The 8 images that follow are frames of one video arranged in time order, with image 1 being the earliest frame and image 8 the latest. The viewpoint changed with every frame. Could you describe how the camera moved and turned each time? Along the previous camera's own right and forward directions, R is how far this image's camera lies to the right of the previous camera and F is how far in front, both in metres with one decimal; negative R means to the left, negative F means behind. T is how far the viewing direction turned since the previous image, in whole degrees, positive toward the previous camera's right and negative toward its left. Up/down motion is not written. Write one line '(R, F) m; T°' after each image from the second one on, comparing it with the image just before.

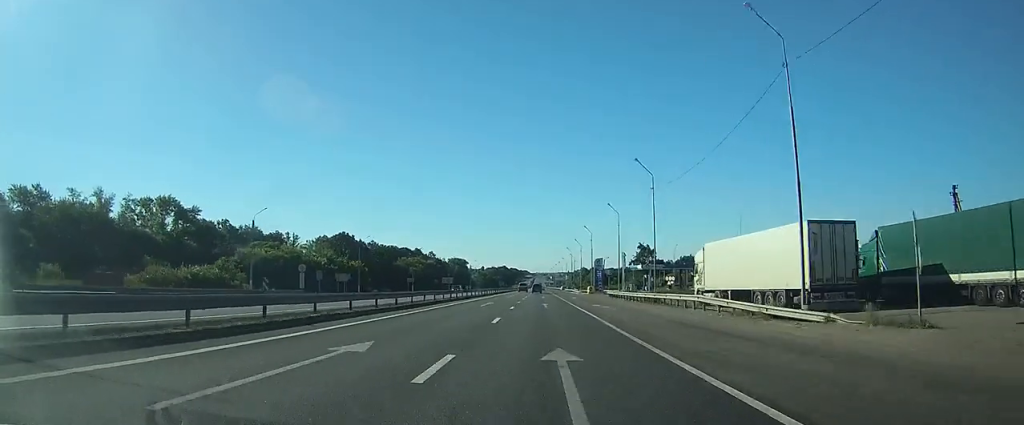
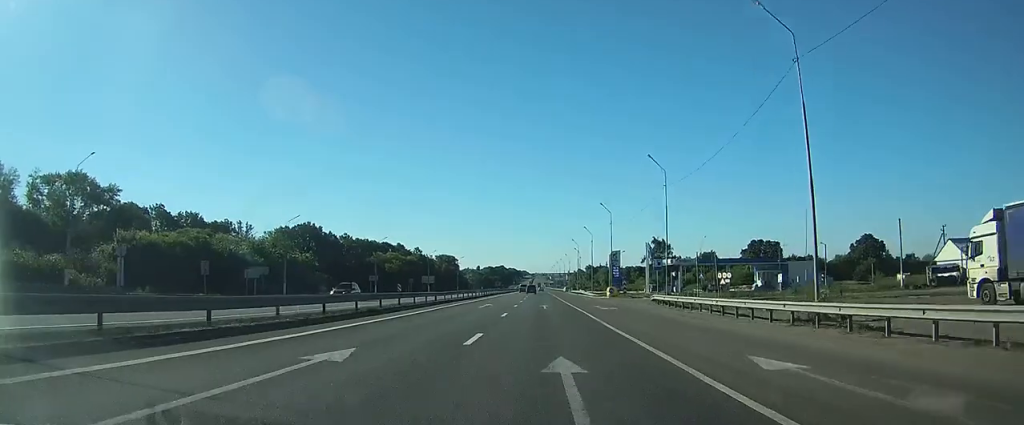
(+0.1, +31.0) m; 0°
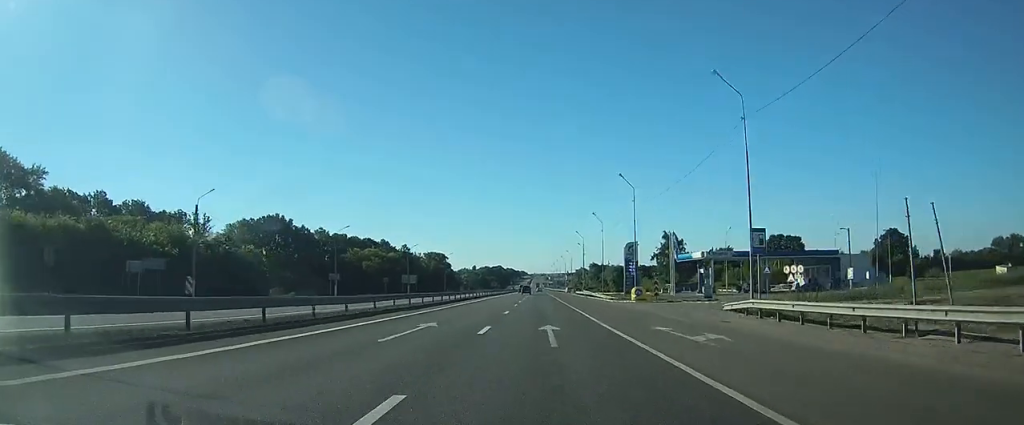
(0.0, +20.6) m; 0°
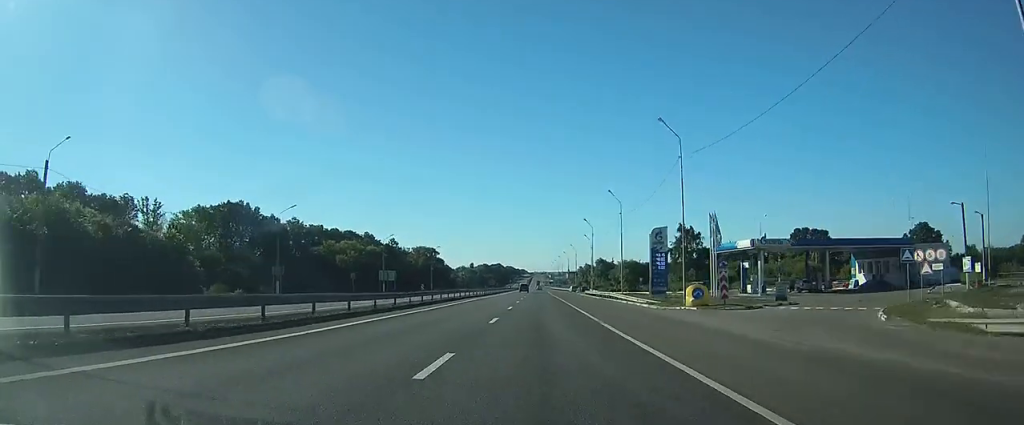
(0.0, +19.7) m; 0°
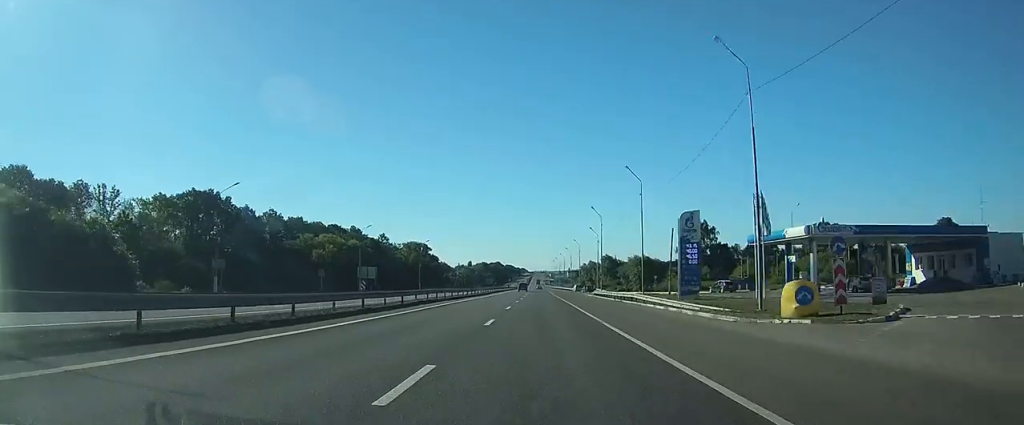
(0.0, +13.7) m; 0°
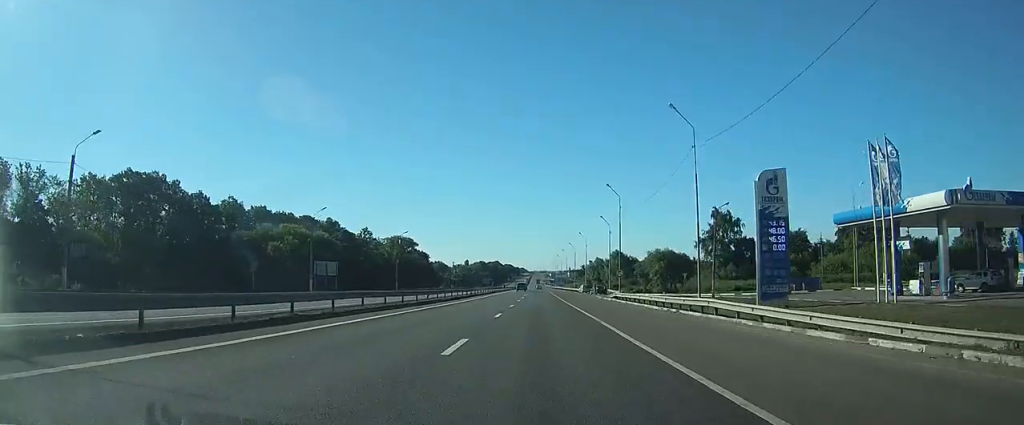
(0.0, +19.6) m; 0°
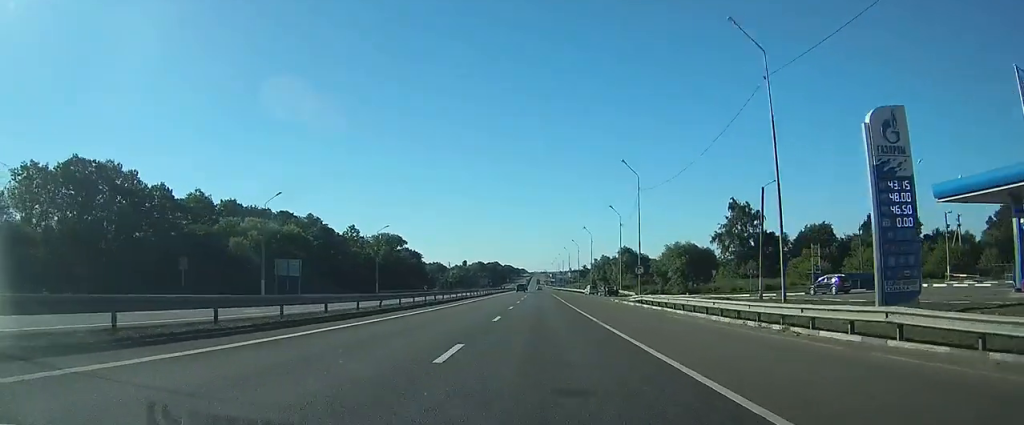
(0.0, +12.8) m; 0°
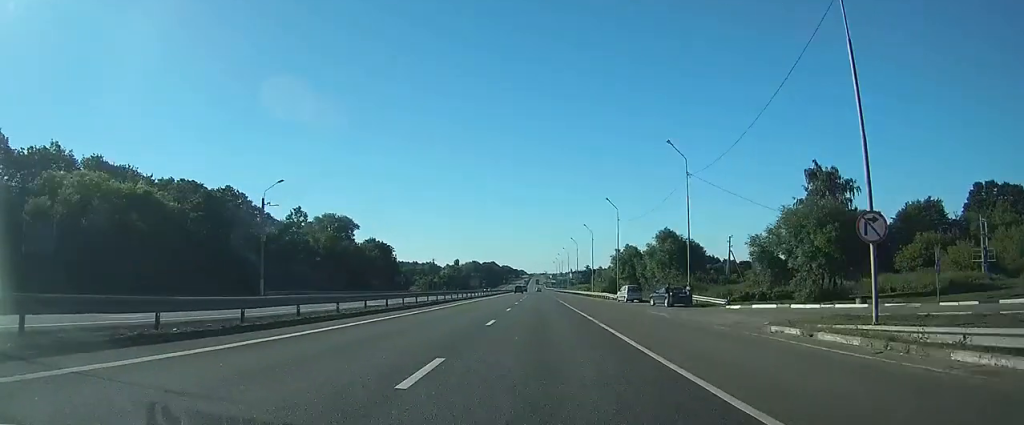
(+0.1, +38.3) m; 0°
